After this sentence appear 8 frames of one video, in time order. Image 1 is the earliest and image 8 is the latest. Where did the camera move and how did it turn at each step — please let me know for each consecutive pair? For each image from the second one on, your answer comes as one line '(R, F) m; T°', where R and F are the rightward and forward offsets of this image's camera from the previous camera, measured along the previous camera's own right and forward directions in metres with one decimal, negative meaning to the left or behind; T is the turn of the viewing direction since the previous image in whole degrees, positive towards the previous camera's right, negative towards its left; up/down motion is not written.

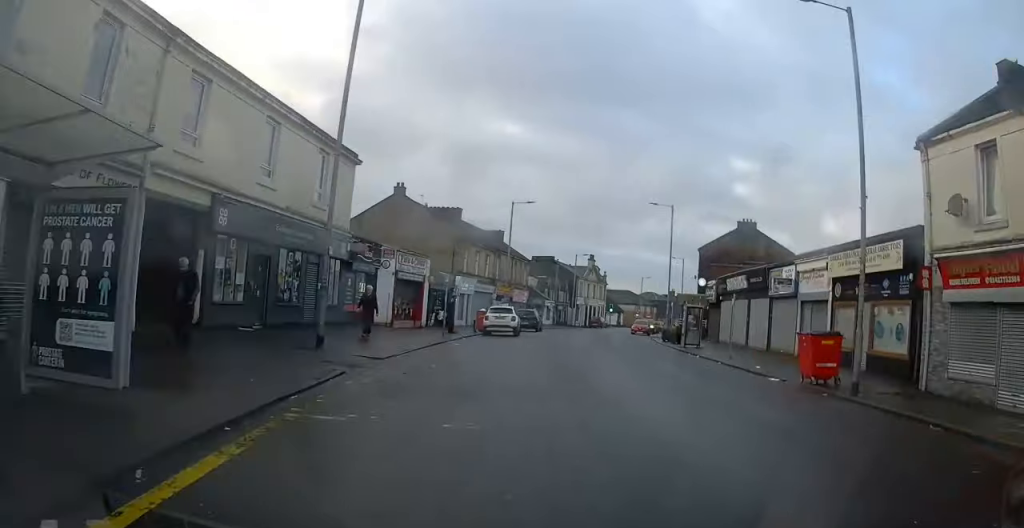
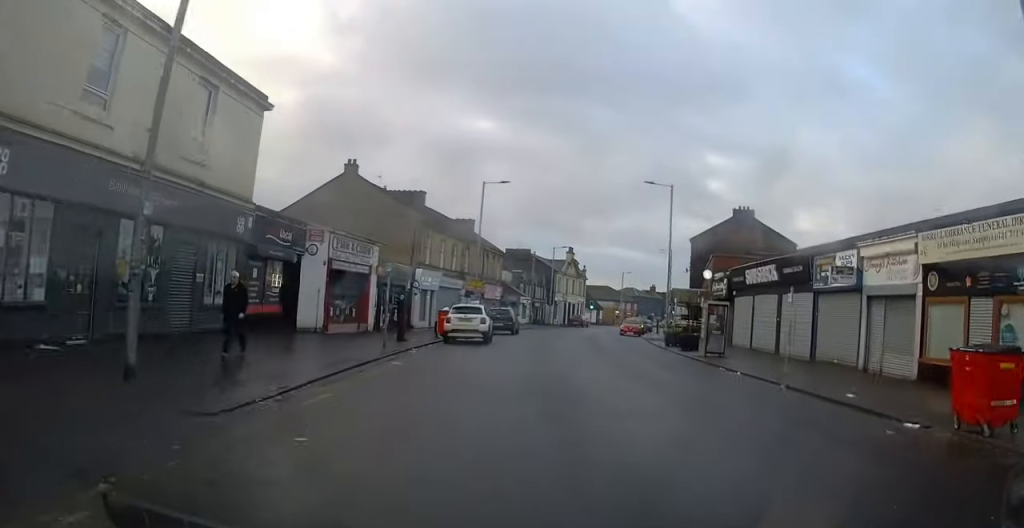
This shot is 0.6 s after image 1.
(+0.1, +7.8) m; +2°
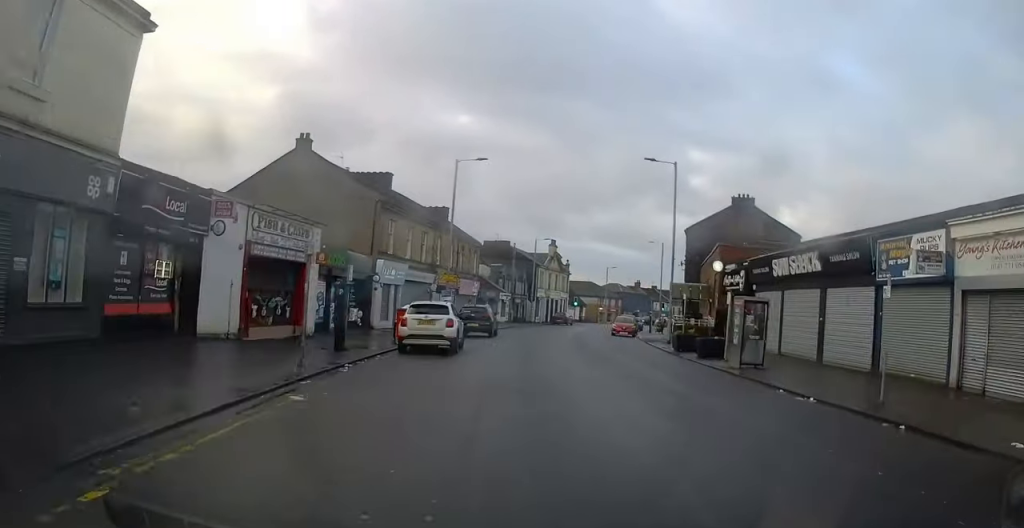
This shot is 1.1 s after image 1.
(0.0, +6.3) m; +2°
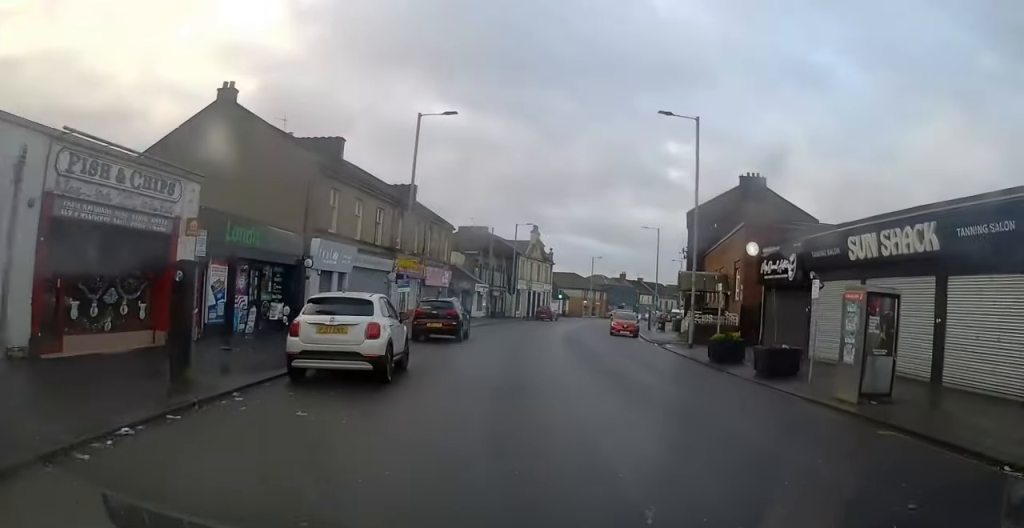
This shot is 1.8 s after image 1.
(+0.2, +8.4) m; +3°
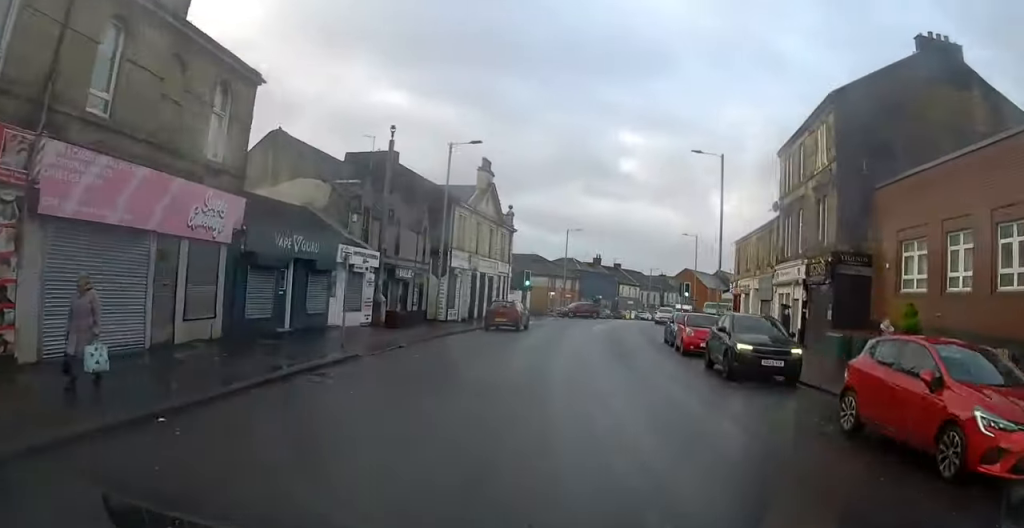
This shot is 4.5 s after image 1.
(+2.3, +34.0) m; +7°
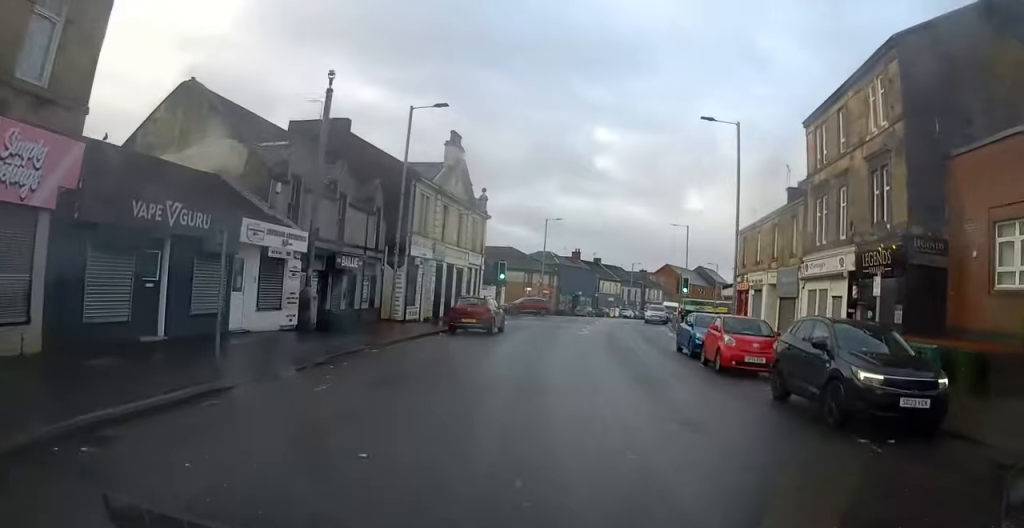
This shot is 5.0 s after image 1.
(+0.2, +6.5) m; +1°
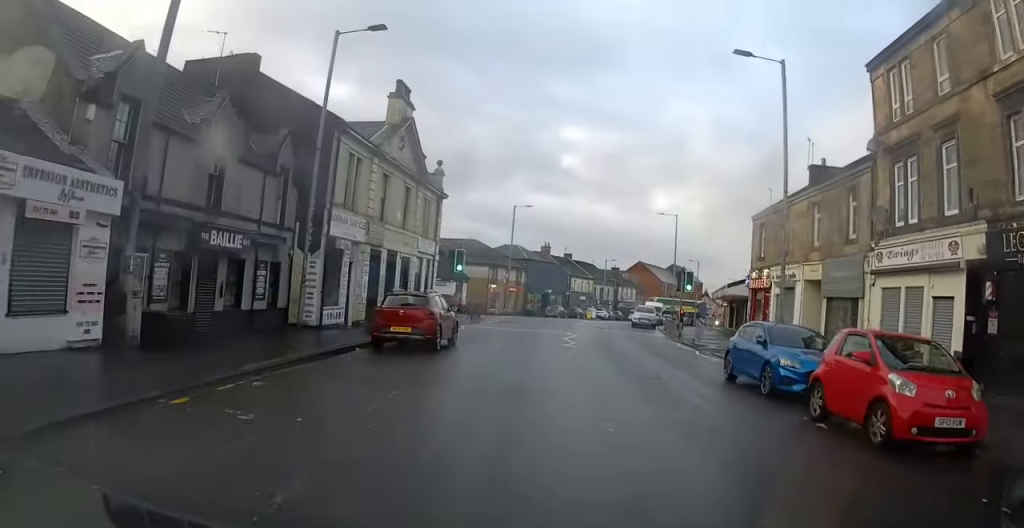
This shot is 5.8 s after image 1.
(+0.1, +8.9) m; +1°
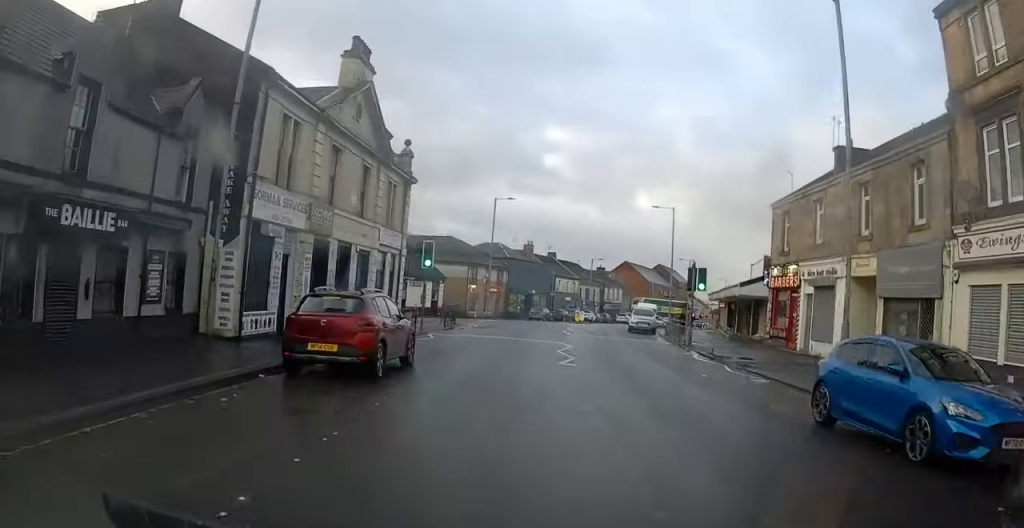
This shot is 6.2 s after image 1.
(-0.1, +5.6) m; +1°
